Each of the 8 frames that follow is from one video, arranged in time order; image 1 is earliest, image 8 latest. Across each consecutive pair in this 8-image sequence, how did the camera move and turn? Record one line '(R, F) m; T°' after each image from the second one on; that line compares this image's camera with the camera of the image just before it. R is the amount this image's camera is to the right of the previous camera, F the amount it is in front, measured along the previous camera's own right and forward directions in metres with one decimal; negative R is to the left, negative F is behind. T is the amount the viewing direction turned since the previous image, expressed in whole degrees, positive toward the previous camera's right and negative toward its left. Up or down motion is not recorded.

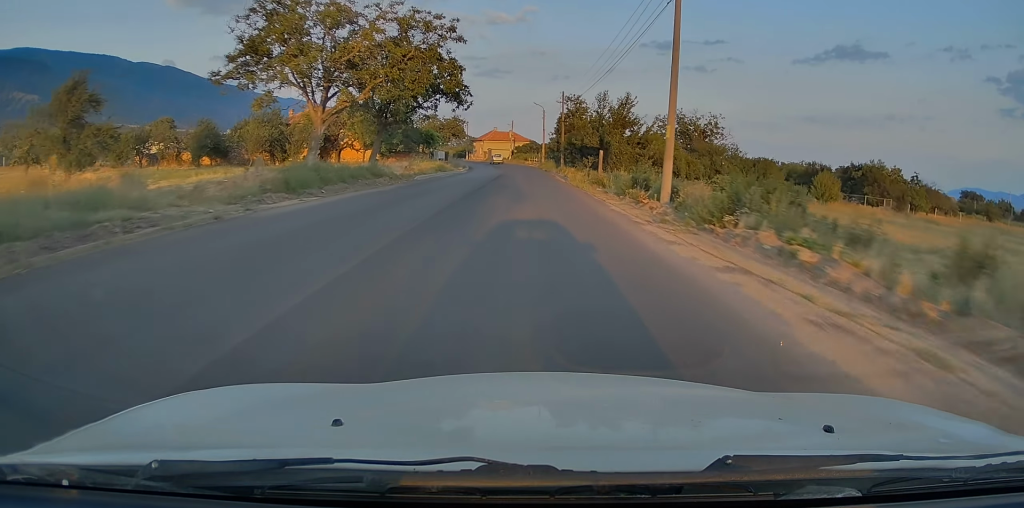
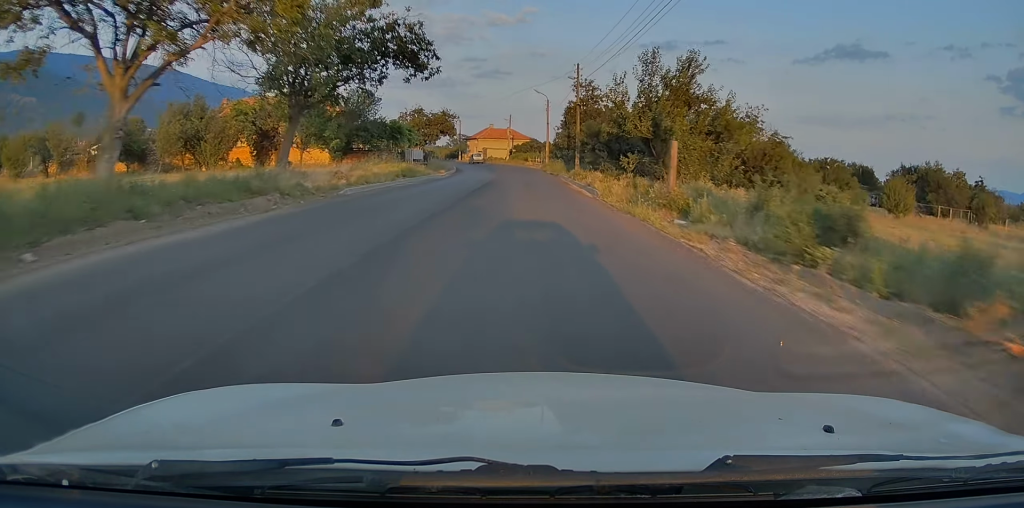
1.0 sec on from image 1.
(-0.4, +16.3) m; -1°
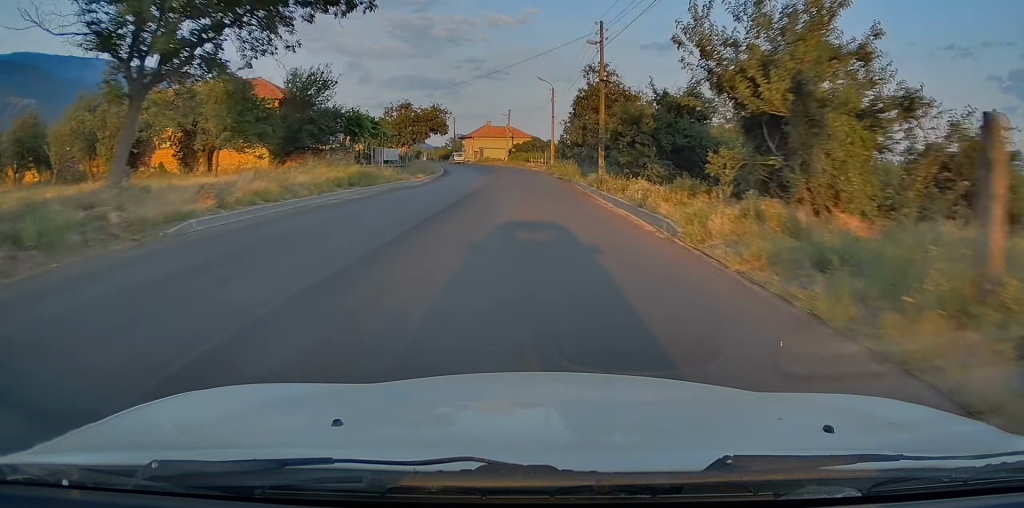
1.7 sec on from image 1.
(0.0, +11.9) m; 0°
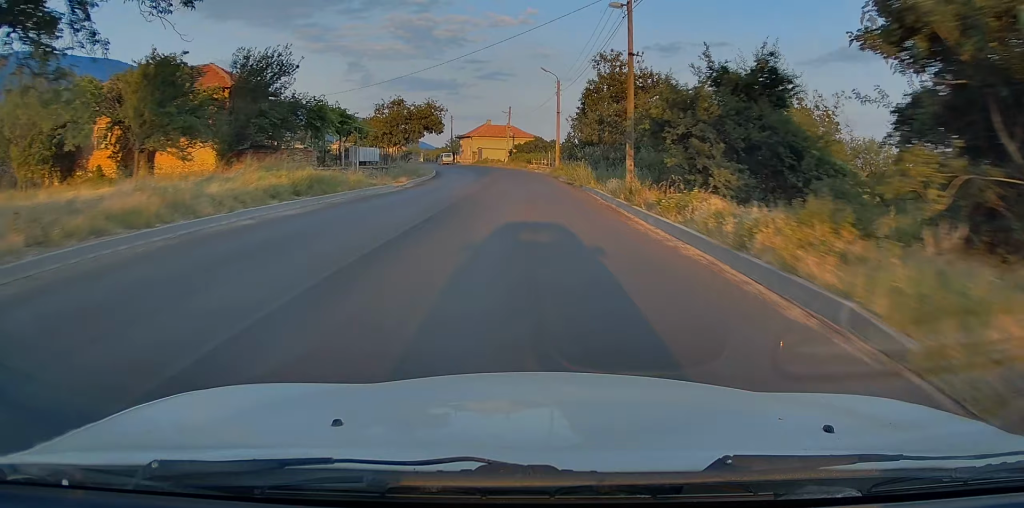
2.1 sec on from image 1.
(0.0, +7.0) m; 0°
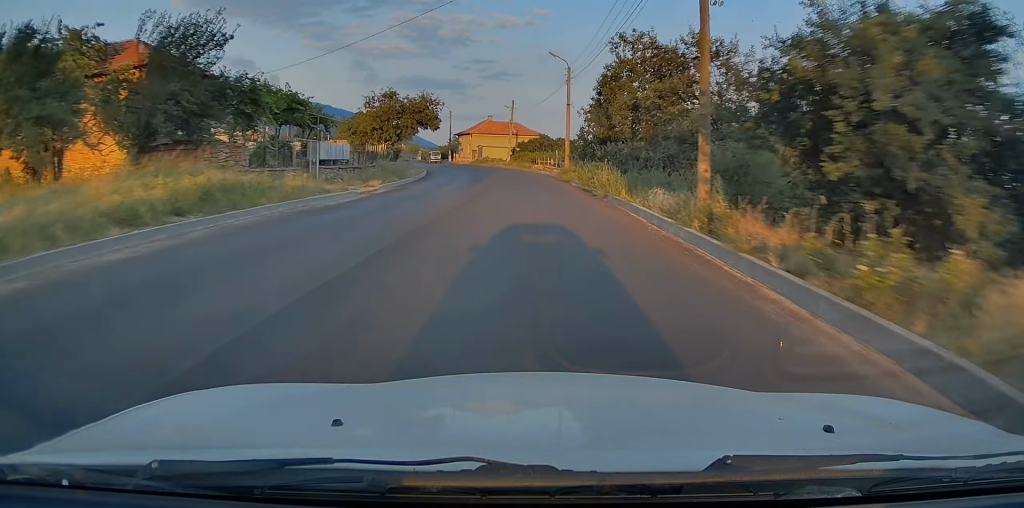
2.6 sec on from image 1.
(+0.1, +7.9) m; 0°
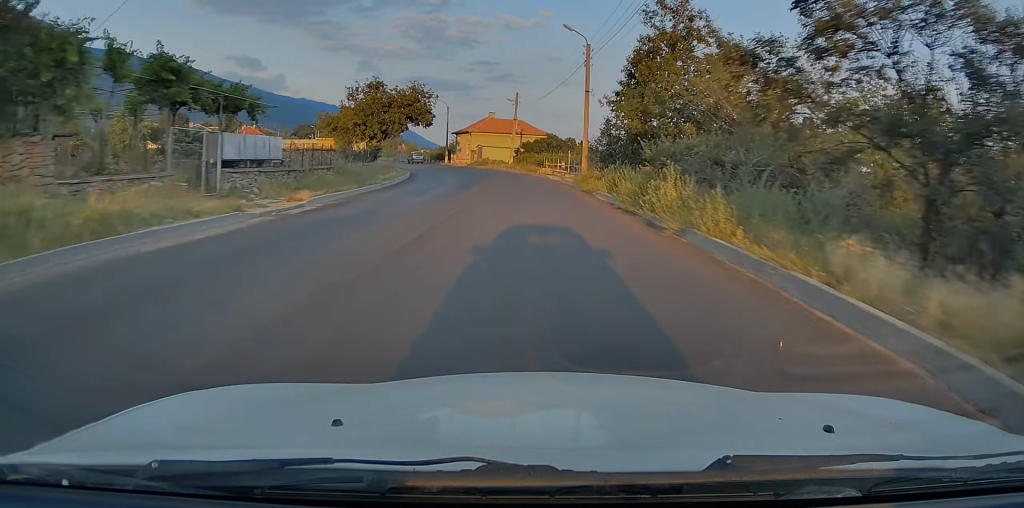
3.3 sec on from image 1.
(0.0, +10.3) m; -1°
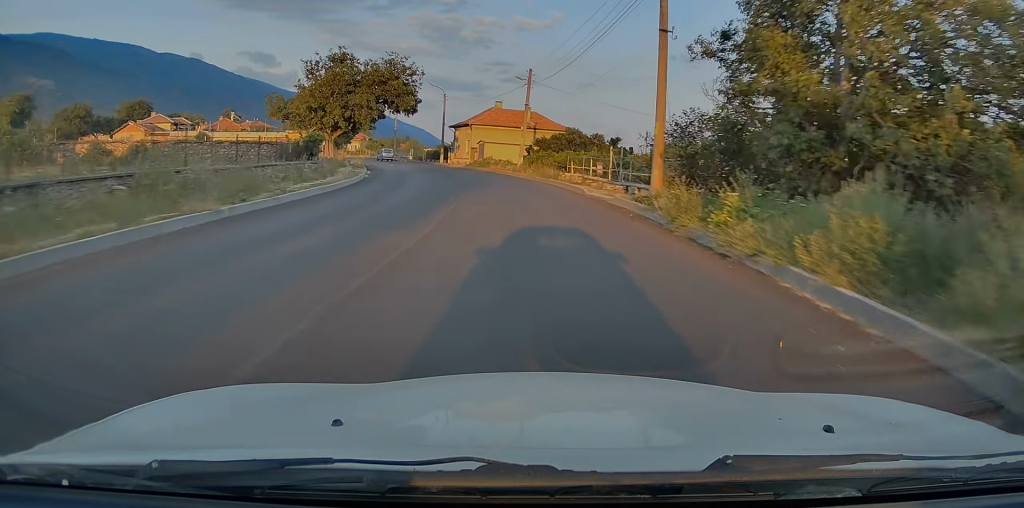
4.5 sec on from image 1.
(-0.5, +17.6) m; -2°
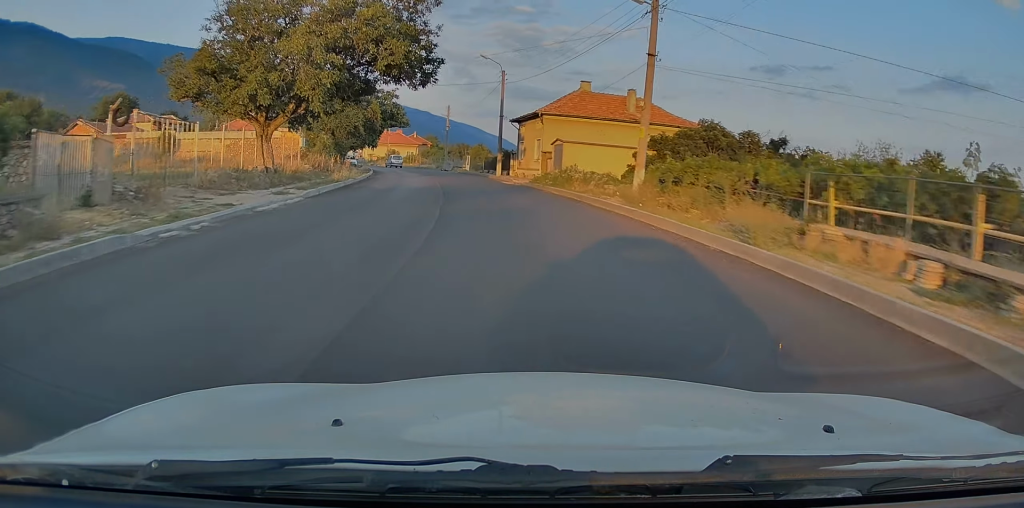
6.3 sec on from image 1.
(-0.8, +25.6) m; -5°
